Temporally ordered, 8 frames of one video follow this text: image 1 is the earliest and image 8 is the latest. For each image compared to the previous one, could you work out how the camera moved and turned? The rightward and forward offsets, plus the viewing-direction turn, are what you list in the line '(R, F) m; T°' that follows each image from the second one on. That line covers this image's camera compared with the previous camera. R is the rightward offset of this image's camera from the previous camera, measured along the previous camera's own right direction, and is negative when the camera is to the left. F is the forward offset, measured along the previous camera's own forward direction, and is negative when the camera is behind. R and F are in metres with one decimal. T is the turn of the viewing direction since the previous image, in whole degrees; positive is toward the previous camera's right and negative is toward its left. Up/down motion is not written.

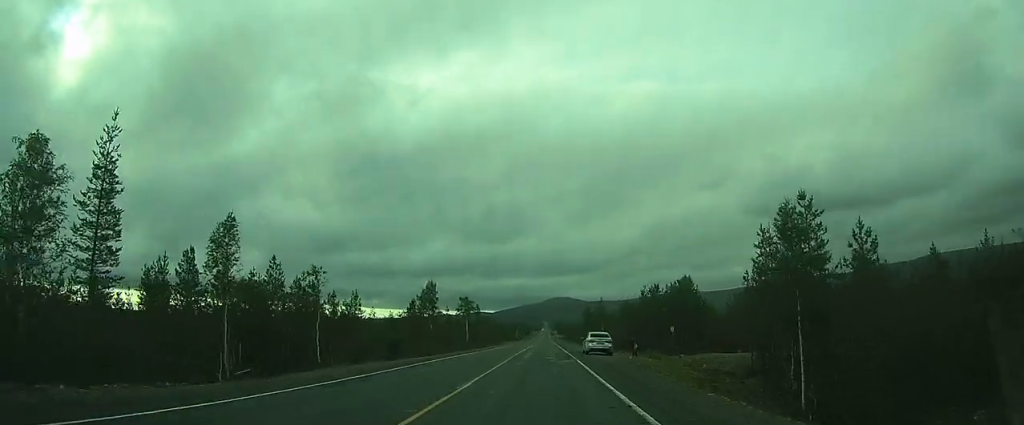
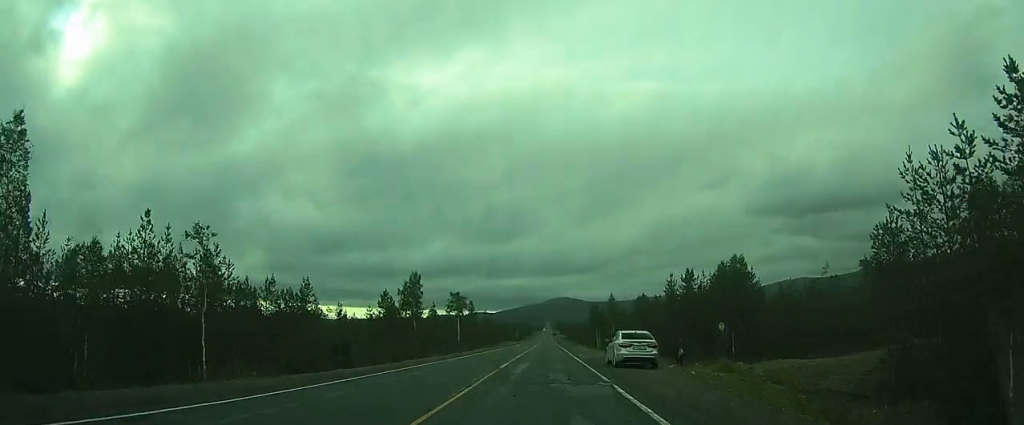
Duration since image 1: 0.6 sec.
(-0.1, +14.4) m; 0°
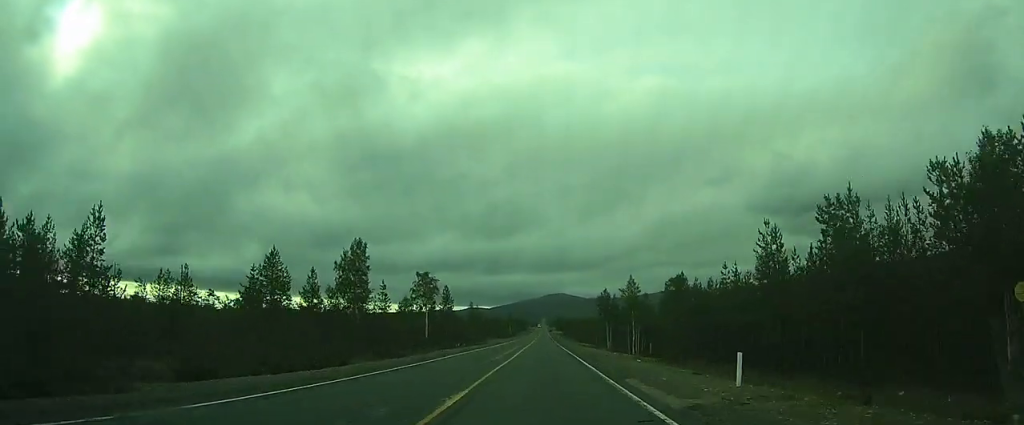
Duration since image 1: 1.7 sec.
(0.0, +26.3) m; 0°
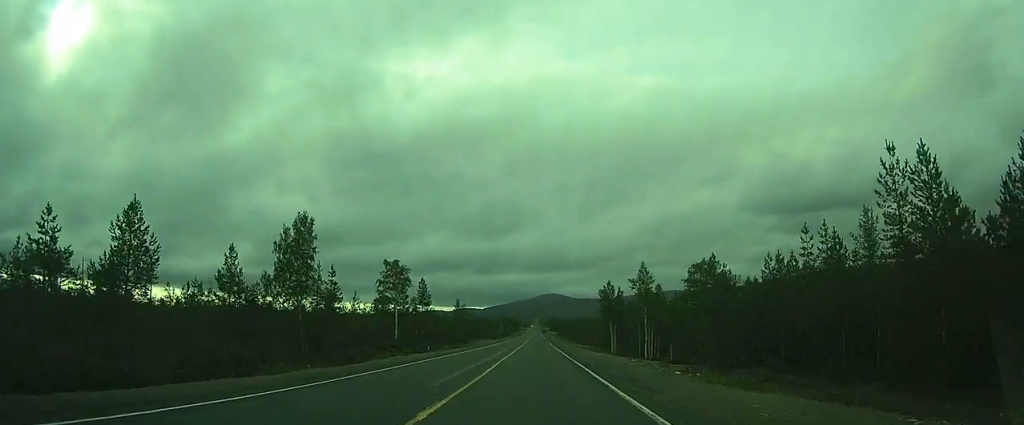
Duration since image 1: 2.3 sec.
(0.0, +13.5) m; 0°
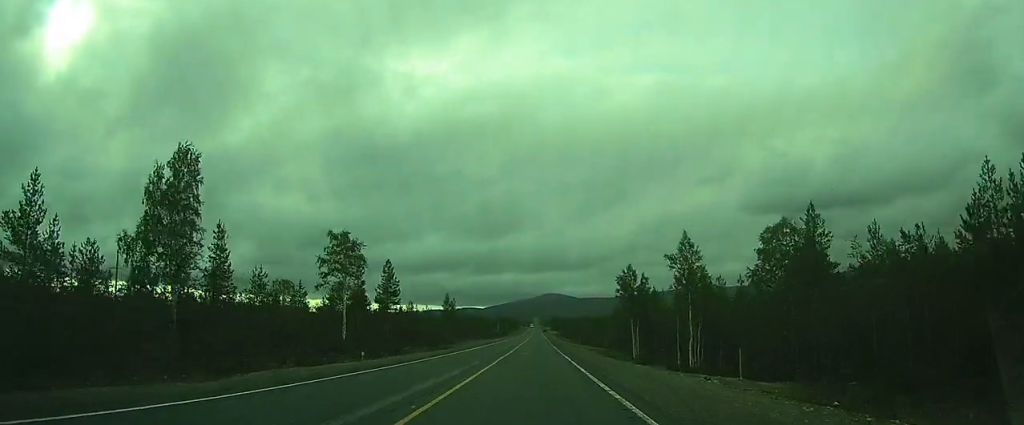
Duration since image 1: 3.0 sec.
(+0.1, +18.3) m; 0°
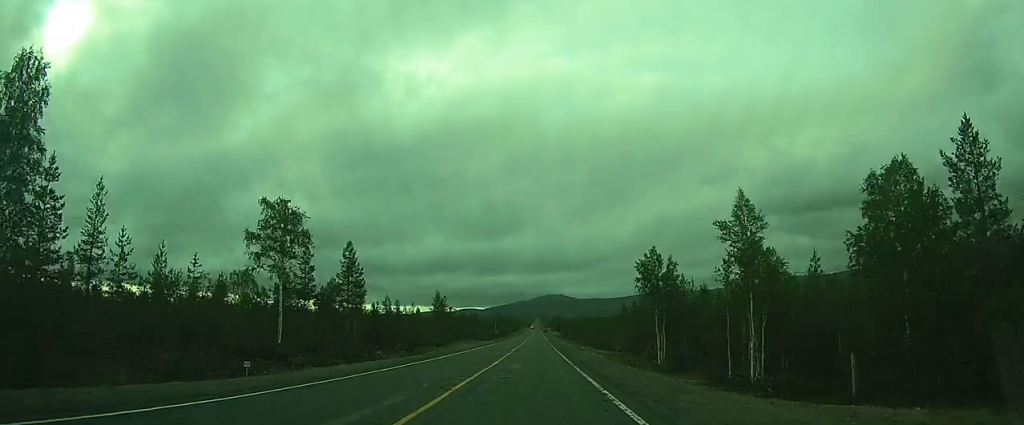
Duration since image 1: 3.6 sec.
(0.0, +12.7) m; 0°
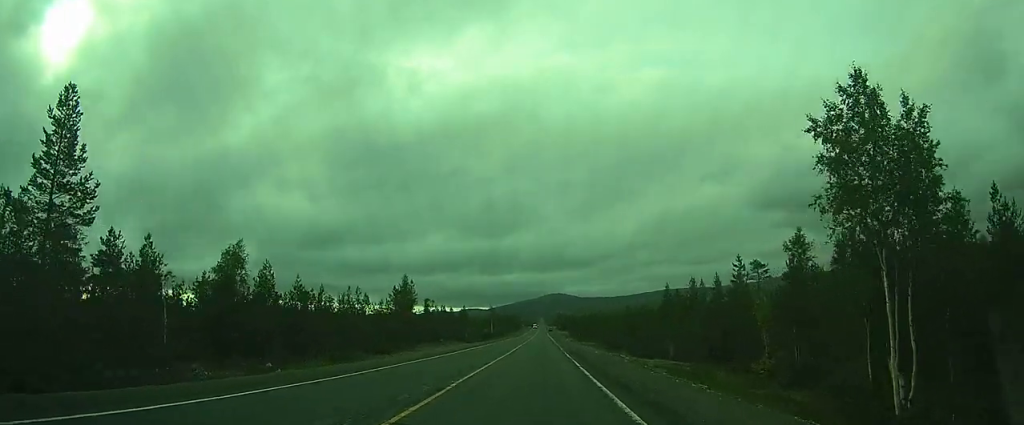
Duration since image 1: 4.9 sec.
(+0.1, +32.8) m; 0°
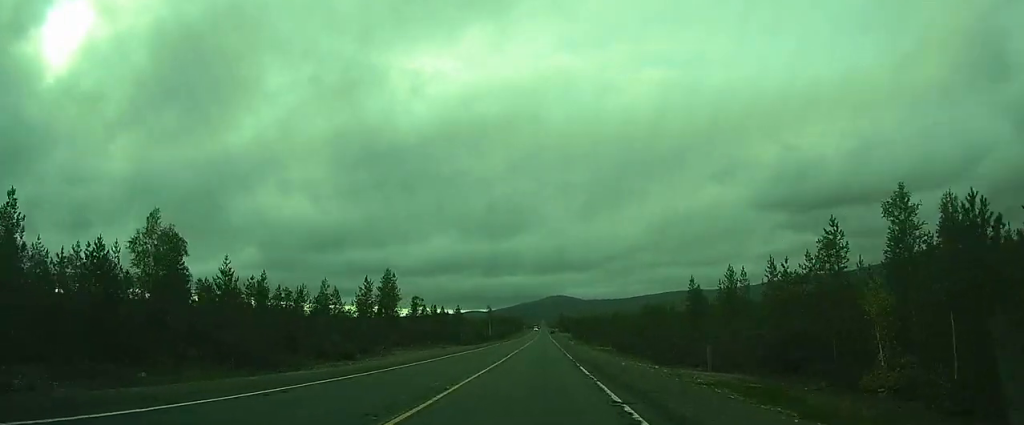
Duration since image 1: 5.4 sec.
(-0.1, +11.2) m; 0°
